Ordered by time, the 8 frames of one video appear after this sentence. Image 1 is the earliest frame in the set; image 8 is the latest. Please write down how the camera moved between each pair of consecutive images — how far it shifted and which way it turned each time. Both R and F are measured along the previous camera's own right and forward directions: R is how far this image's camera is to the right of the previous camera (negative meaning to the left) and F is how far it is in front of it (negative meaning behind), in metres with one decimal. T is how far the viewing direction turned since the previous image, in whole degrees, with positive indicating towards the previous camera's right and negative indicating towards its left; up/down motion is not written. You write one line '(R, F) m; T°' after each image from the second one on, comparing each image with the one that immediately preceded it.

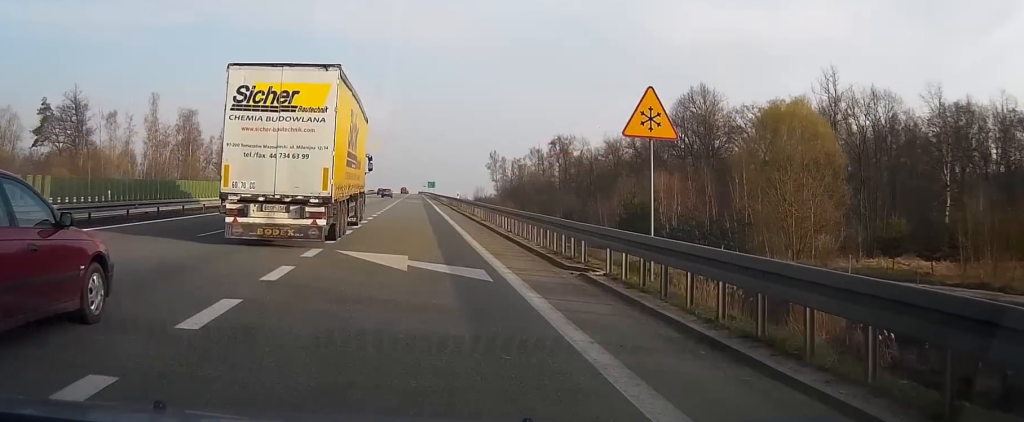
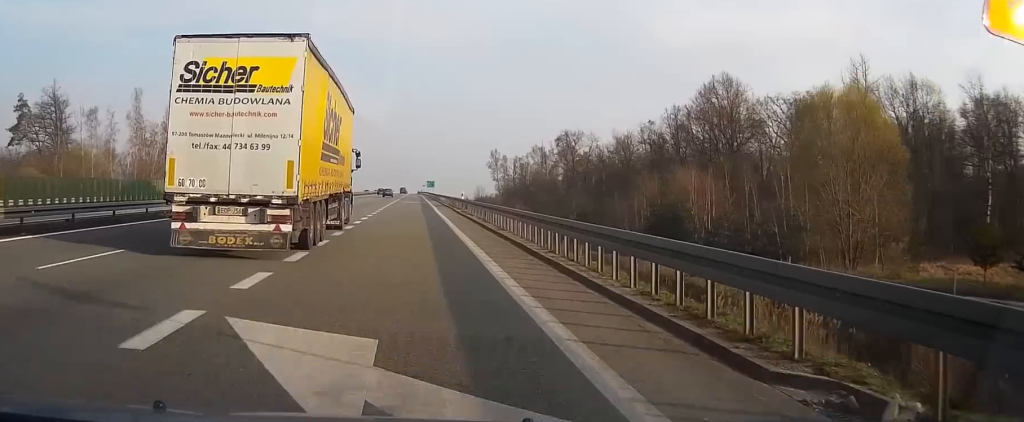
(0.0, +8.9) m; 0°
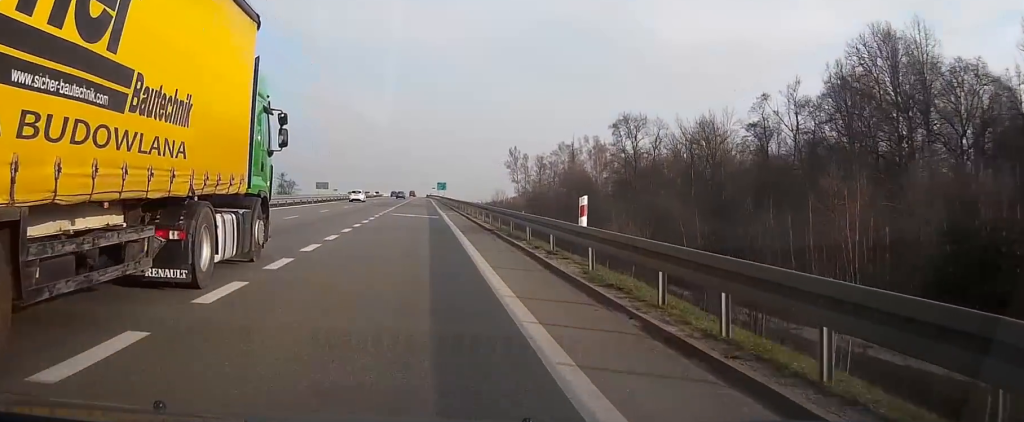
(-0.4, +37.3) m; -2°
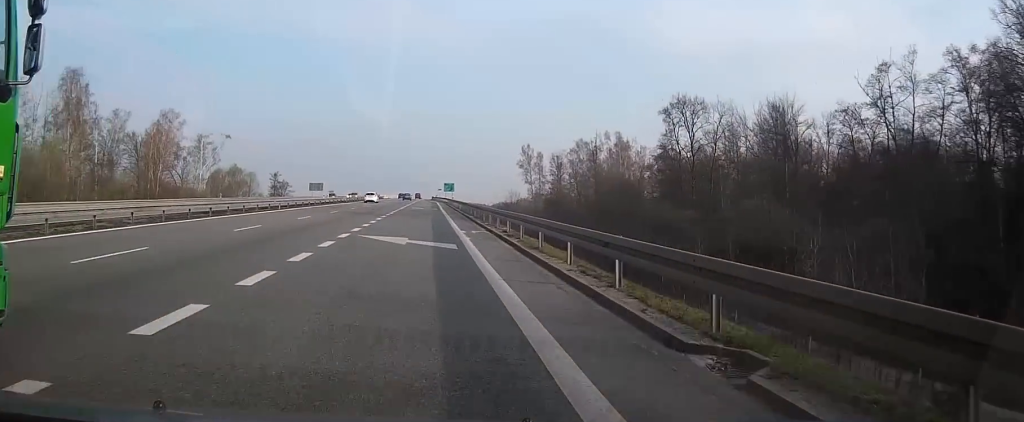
(-0.2, +21.9) m; -1°
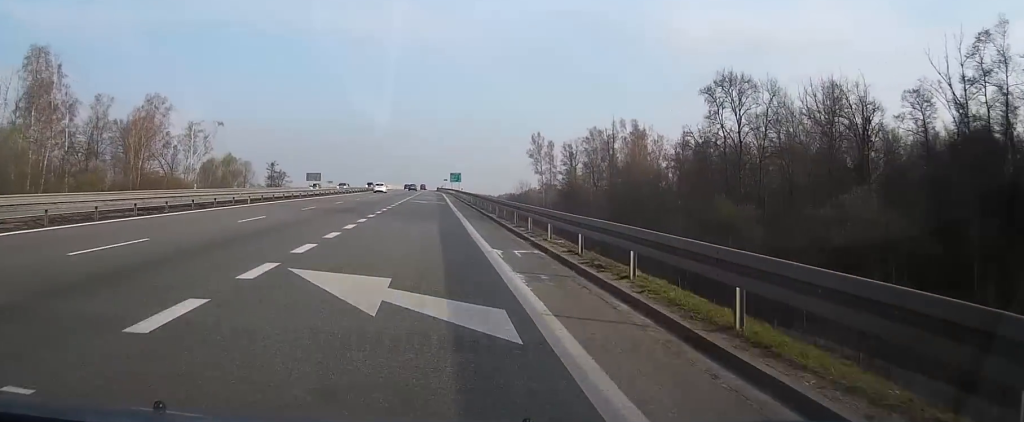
(-0.1, +12.4) m; 0°
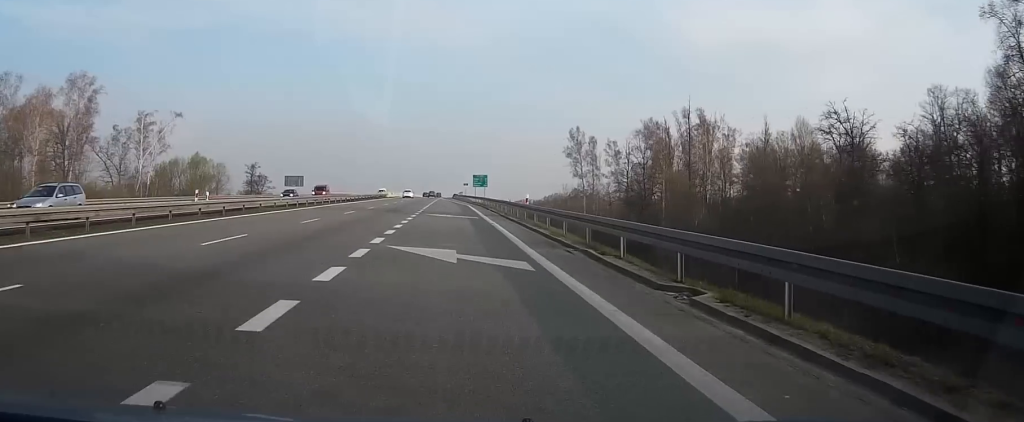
(-0.4, +44.1) m; -1°
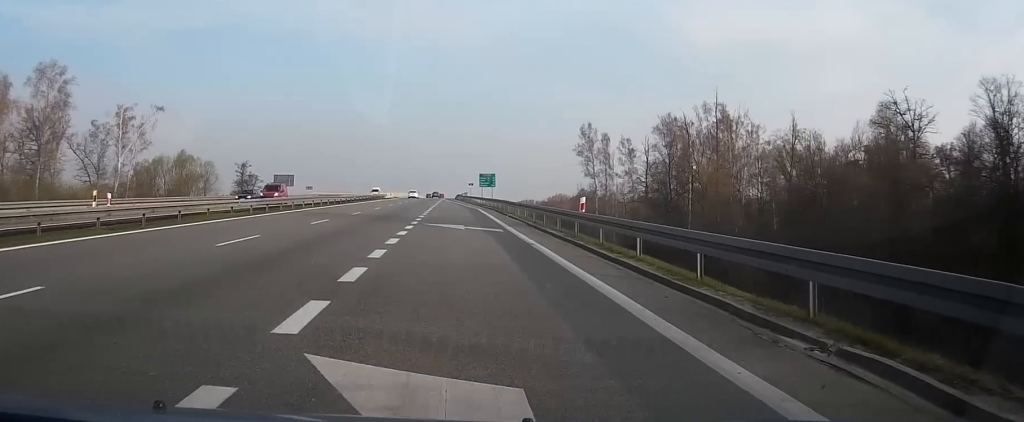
(0.0, +11.9) m; 0°
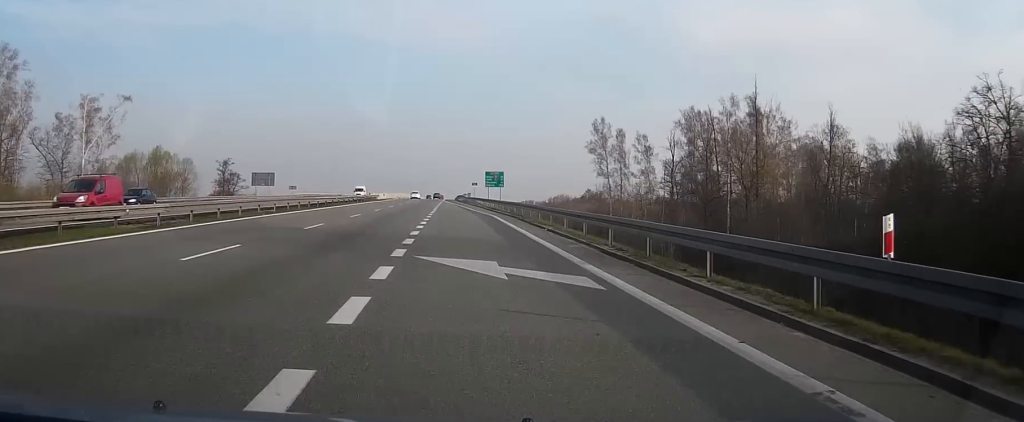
(0.0, +15.3) m; 0°
